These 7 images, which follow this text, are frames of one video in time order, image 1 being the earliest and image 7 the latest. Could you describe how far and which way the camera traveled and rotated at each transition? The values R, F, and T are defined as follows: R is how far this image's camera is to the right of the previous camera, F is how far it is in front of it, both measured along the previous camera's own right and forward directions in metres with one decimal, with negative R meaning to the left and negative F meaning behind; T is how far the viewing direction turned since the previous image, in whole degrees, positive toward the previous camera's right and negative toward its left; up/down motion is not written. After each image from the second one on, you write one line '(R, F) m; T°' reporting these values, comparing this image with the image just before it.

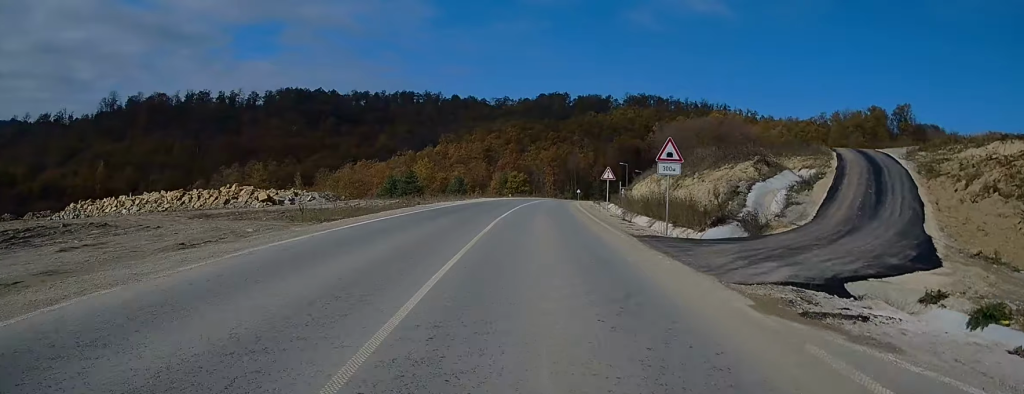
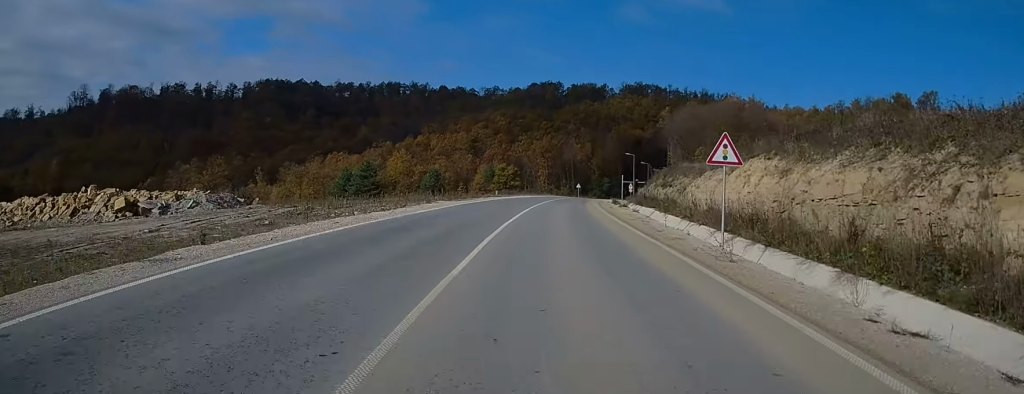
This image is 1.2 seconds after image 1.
(0.0, +26.3) m; +1°
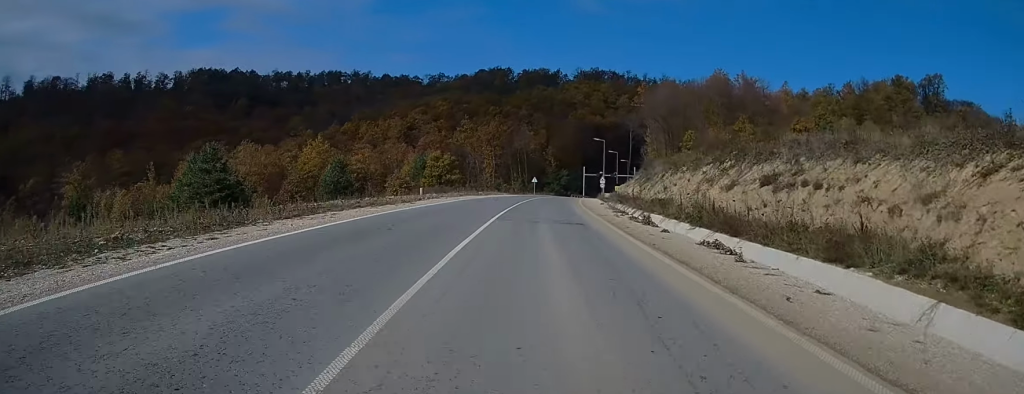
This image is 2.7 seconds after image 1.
(+0.9, +33.2) m; +3°
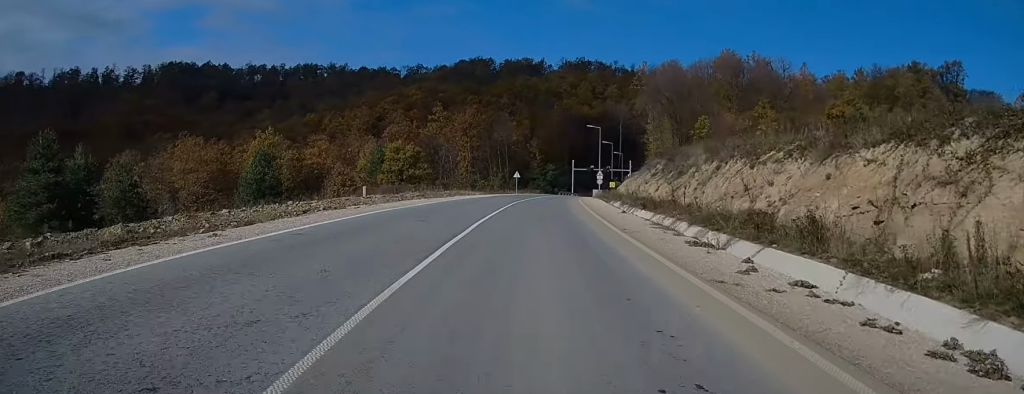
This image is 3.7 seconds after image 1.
(+0.1, +20.8) m; +2°
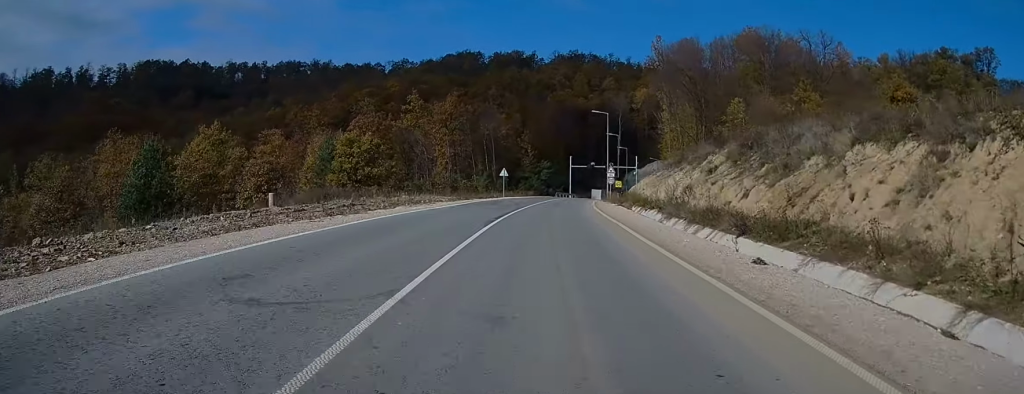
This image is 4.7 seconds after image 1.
(+0.4, +20.6) m; +1°
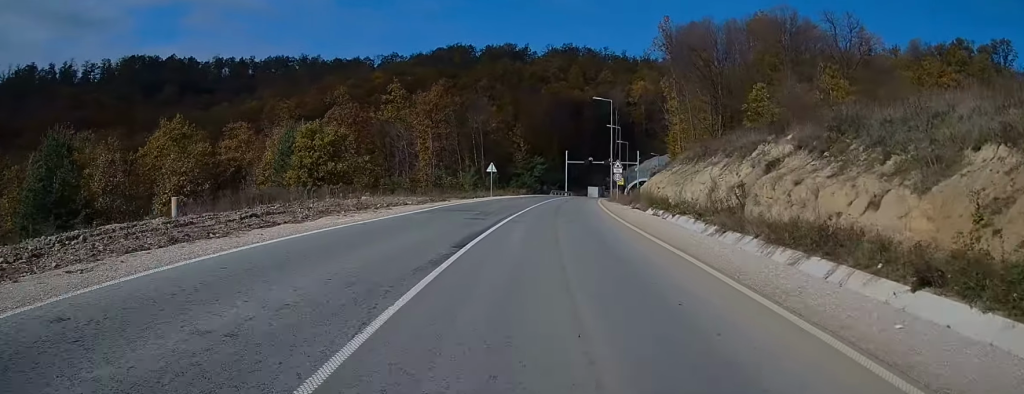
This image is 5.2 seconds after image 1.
(-0.1, +10.0) m; 0°
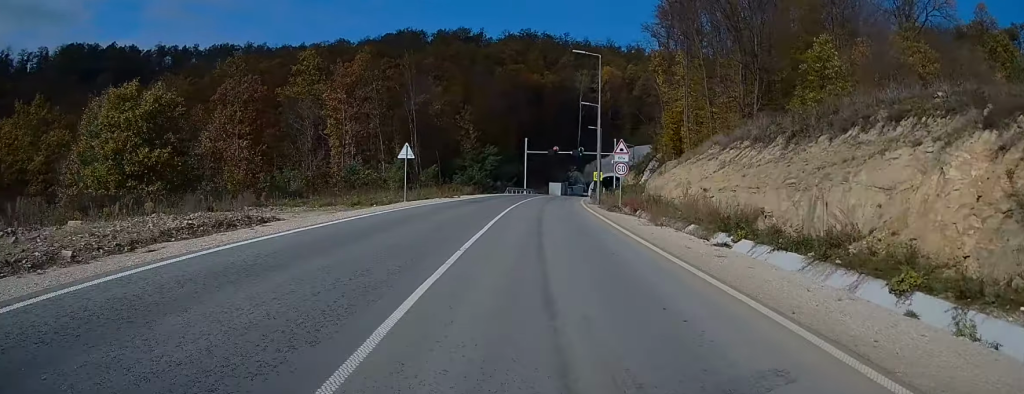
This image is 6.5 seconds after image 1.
(+0.2, +24.6) m; +2°
